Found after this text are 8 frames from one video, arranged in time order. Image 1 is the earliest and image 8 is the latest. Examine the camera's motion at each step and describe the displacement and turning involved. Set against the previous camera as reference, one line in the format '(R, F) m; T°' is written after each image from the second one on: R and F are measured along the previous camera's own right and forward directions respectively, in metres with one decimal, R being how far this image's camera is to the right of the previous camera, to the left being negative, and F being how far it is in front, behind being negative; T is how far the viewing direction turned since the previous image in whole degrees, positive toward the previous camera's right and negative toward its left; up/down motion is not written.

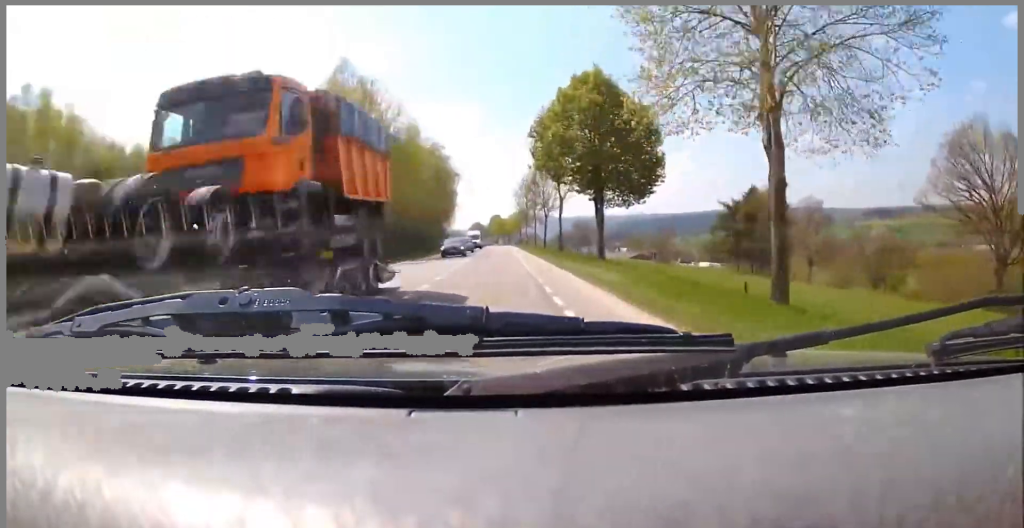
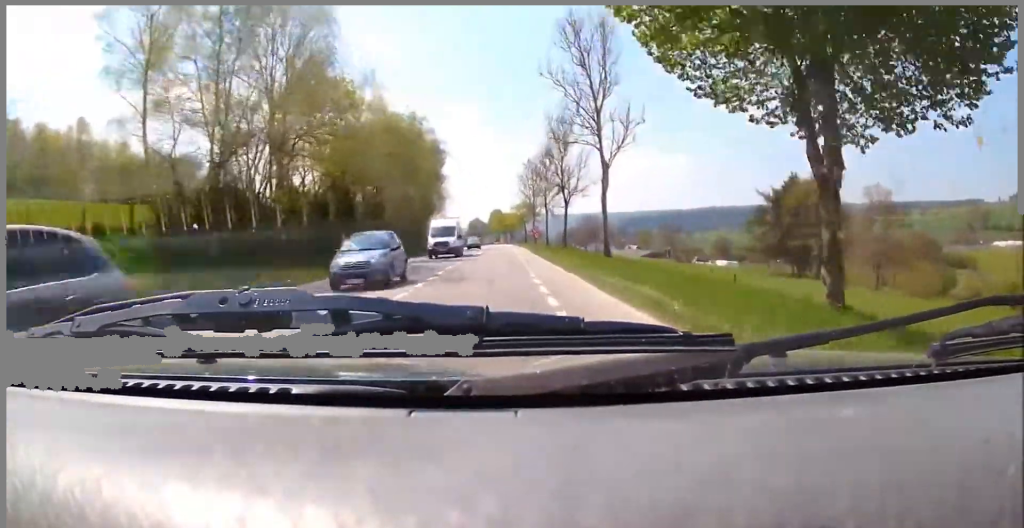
(-0.2, +23.0) m; +3°
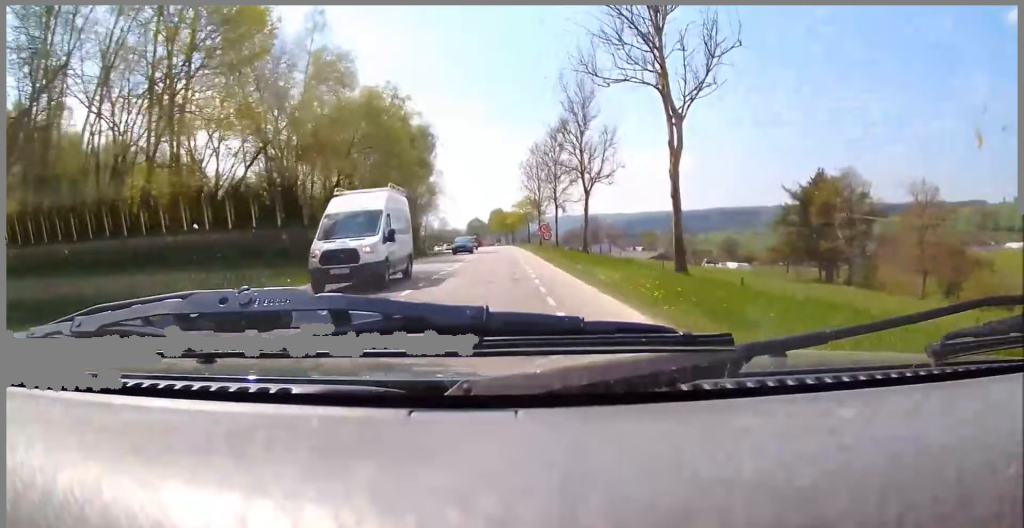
(+0.7, +12.3) m; +1°
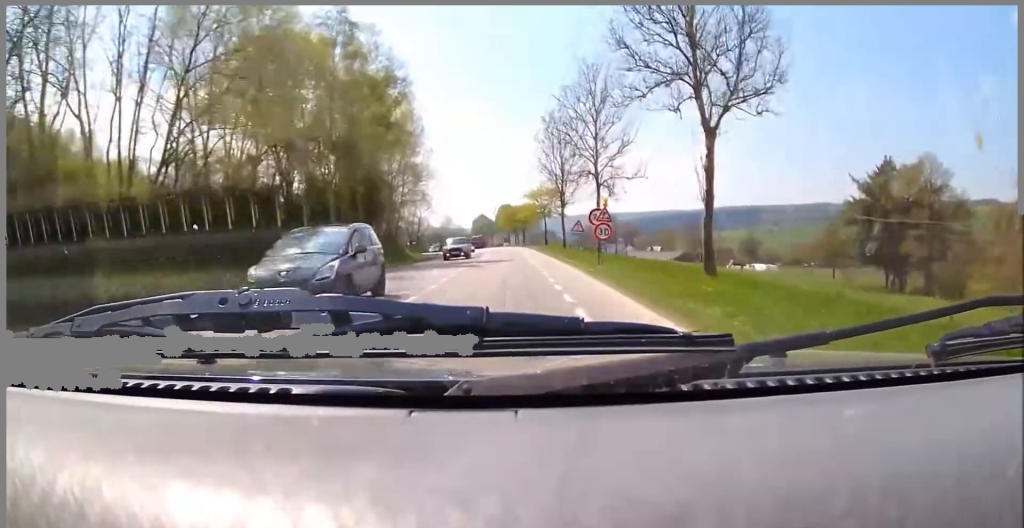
(0.0, +22.0) m; -2°
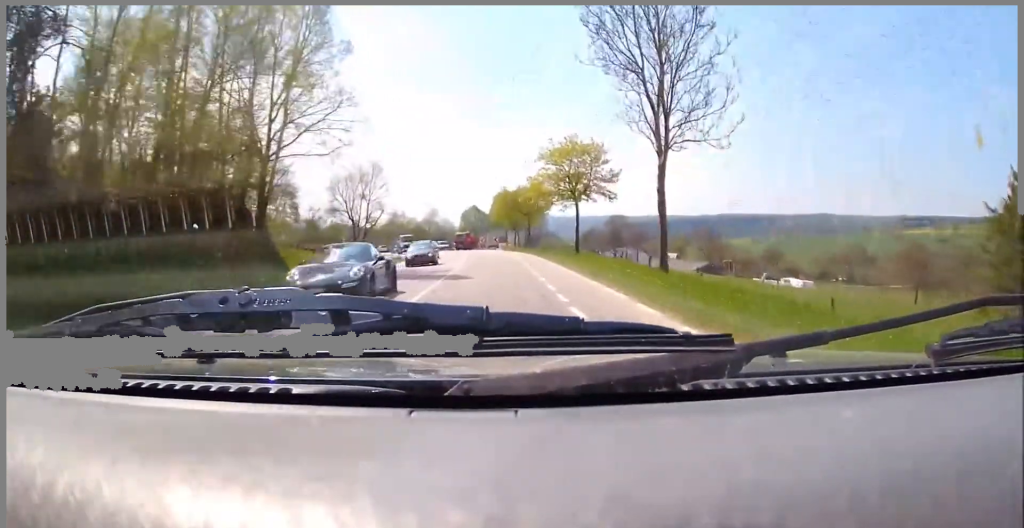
(-1.7, +38.8) m; -4°
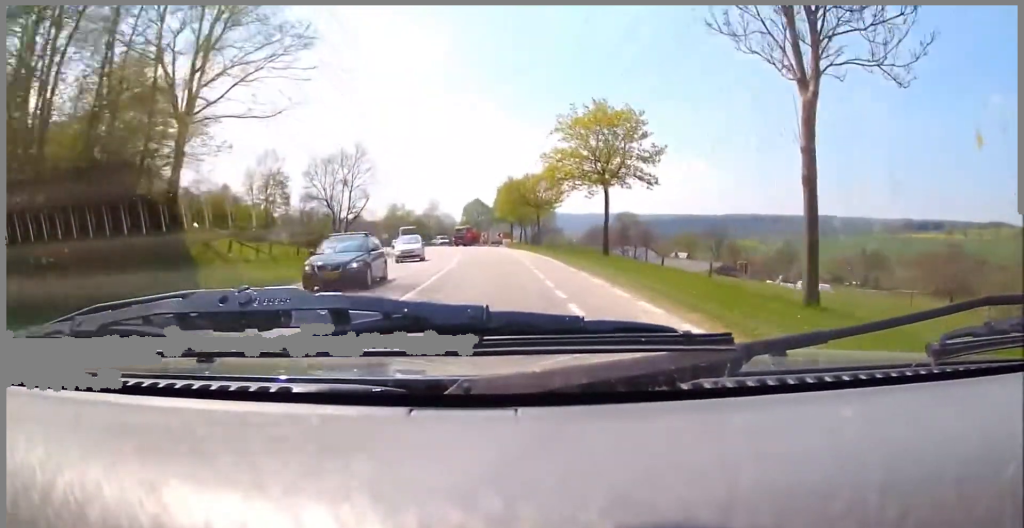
(-0.2, +11.0) m; -2°
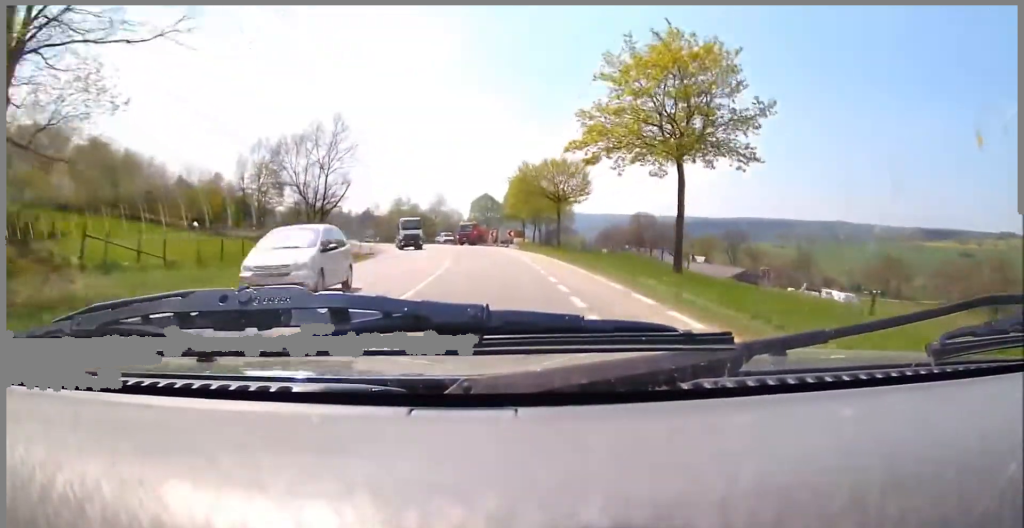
(-0.2, +13.5) m; -2°
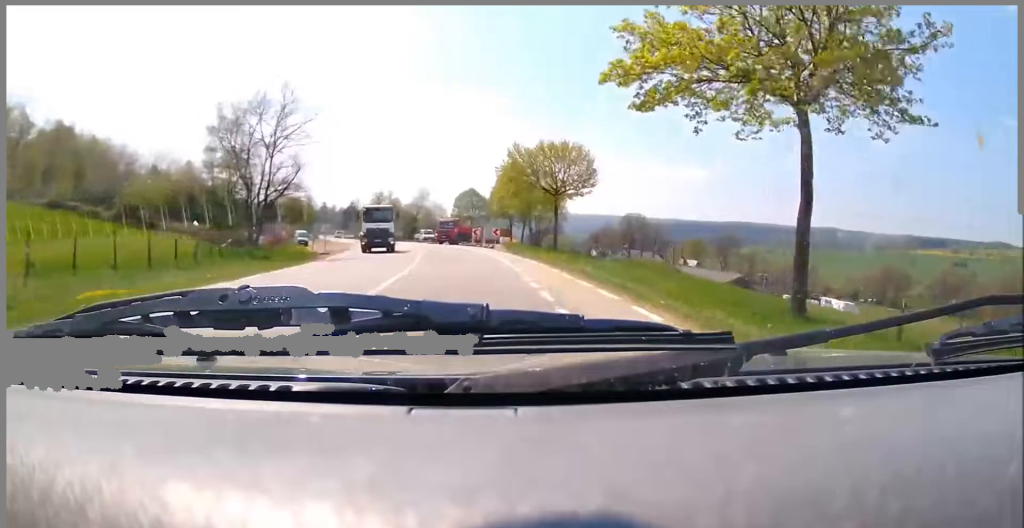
(-0.2, +11.9) m; -2°
